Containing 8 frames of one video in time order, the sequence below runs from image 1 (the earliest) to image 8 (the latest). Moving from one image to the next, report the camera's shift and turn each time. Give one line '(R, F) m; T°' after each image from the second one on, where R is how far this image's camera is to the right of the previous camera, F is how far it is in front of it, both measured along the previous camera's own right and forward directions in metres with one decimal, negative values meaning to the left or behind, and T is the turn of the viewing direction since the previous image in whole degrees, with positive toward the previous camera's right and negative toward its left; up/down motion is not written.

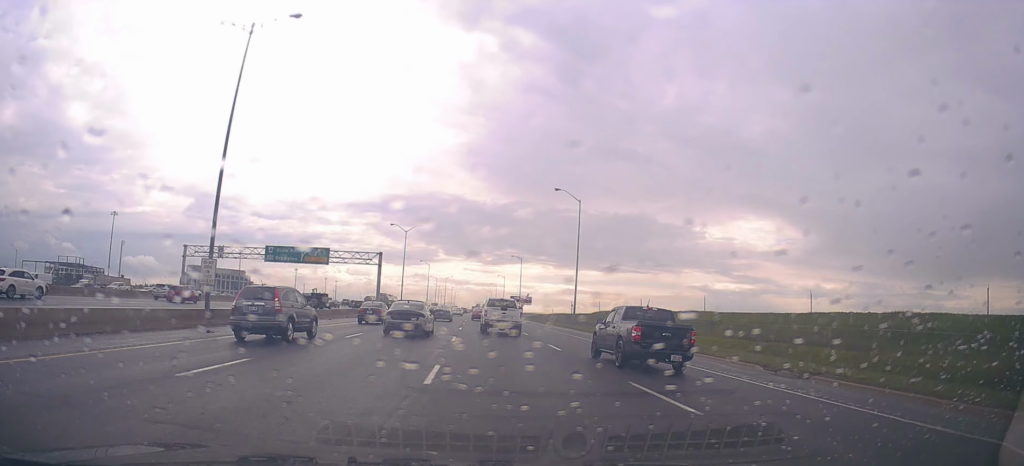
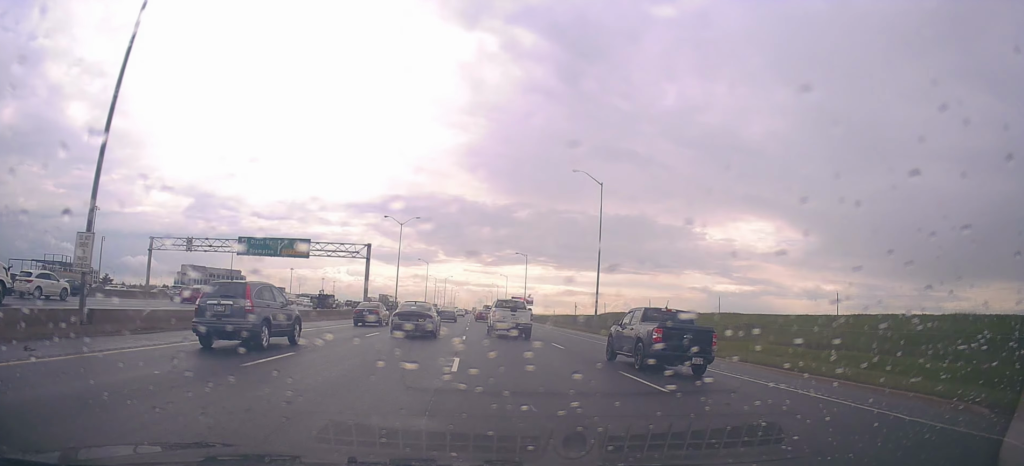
(0.0, +10.4) m; +1°
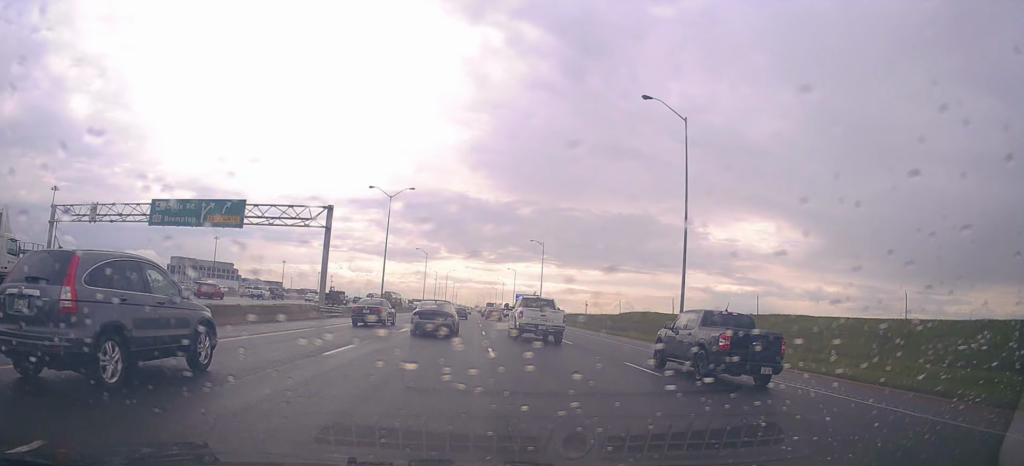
(-0.3, +21.7) m; -2°
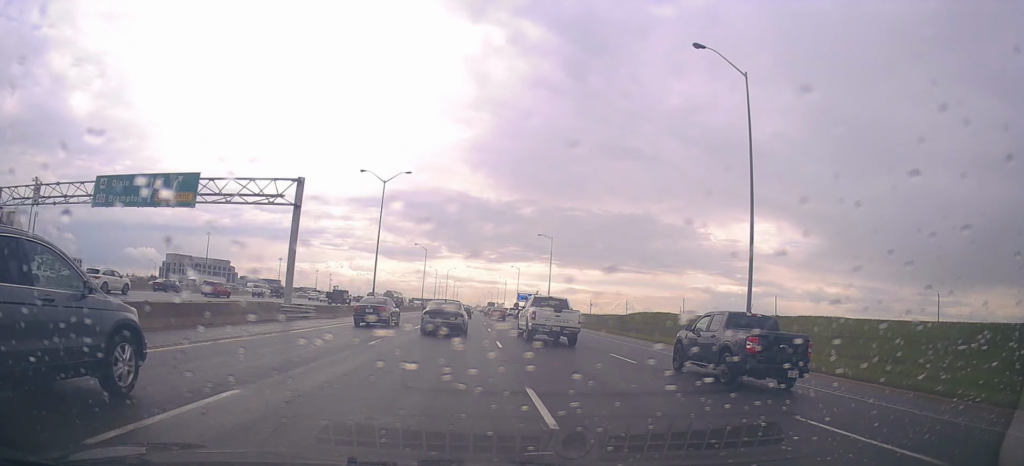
(-0.4, +8.8) m; 0°
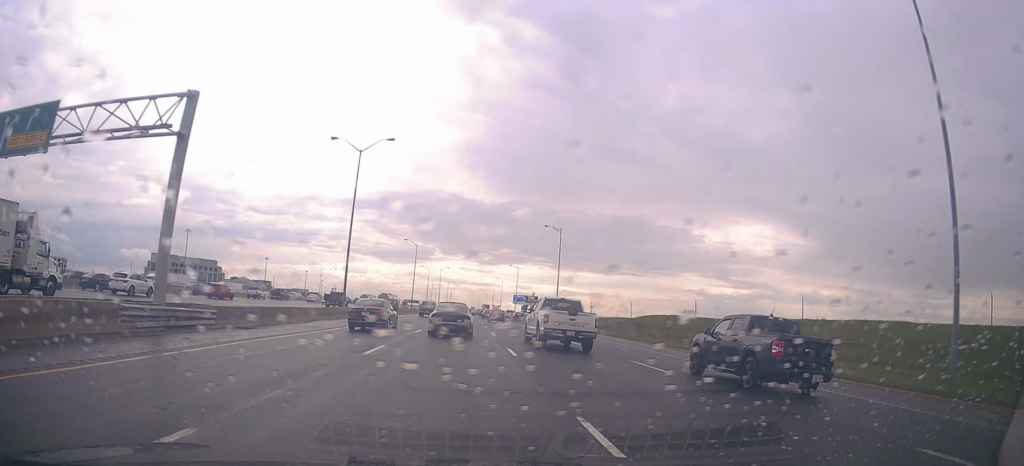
(+0.7, +14.4) m; +3°
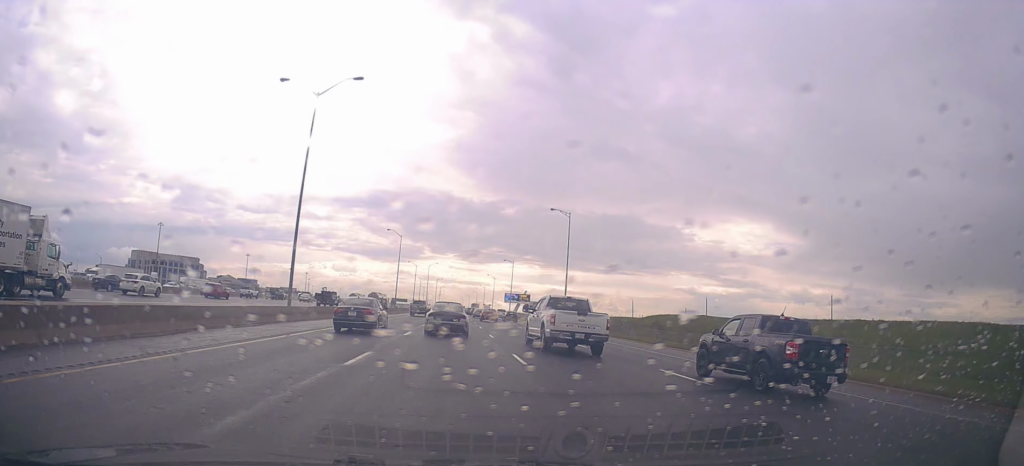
(0.0, +14.8) m; -2°
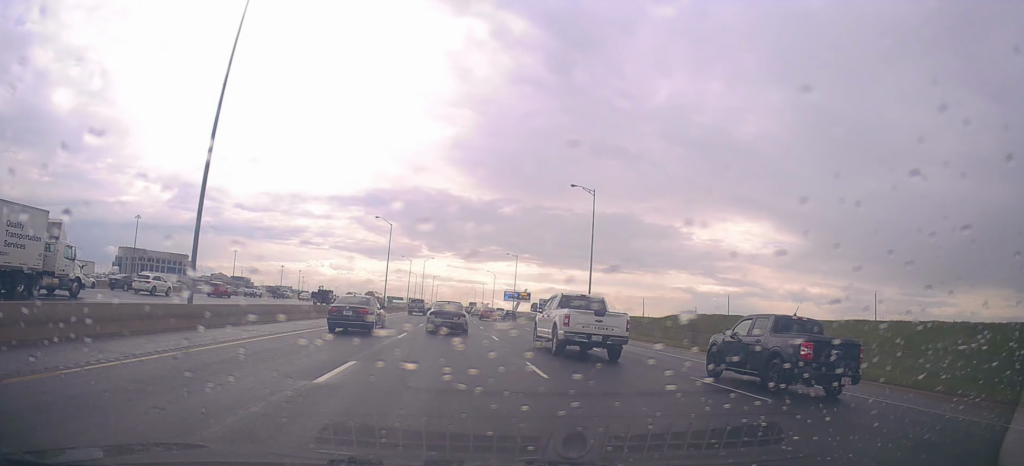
(-0.5, +15.1) m; +2°
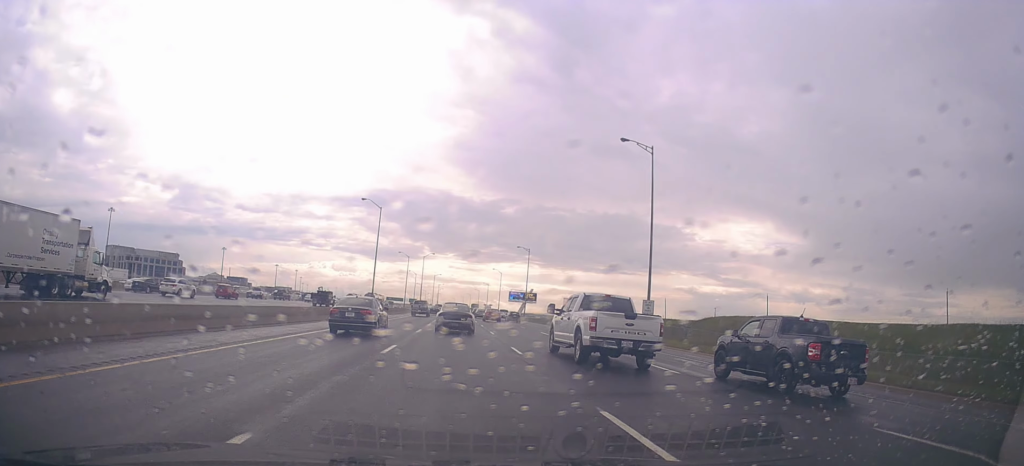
(+0.8, +18.9) m; 0°
